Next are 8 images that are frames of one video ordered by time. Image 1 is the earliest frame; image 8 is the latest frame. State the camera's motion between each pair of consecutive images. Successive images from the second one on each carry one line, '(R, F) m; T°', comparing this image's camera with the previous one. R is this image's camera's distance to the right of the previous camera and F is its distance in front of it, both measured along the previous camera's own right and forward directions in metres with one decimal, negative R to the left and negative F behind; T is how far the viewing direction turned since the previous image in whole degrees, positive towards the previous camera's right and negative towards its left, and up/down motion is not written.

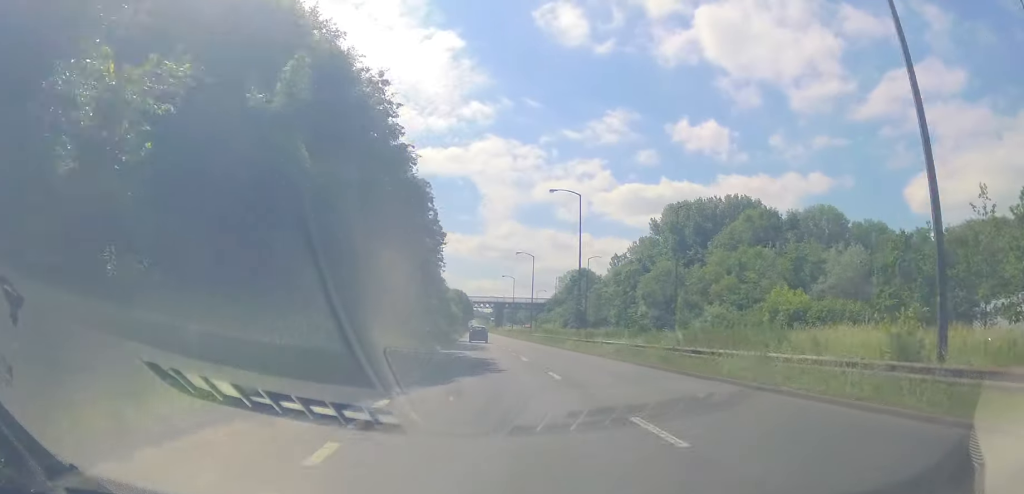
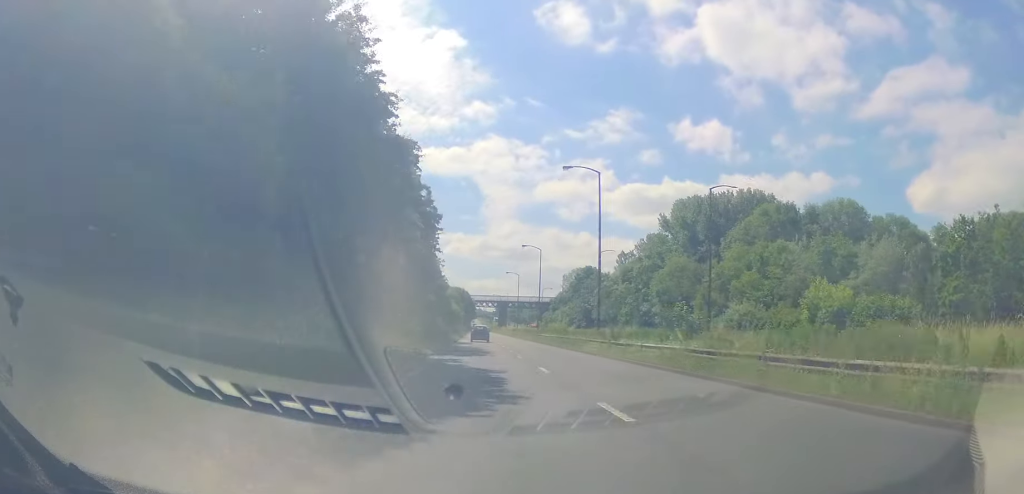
(+0.1, +7.1) m; 0°
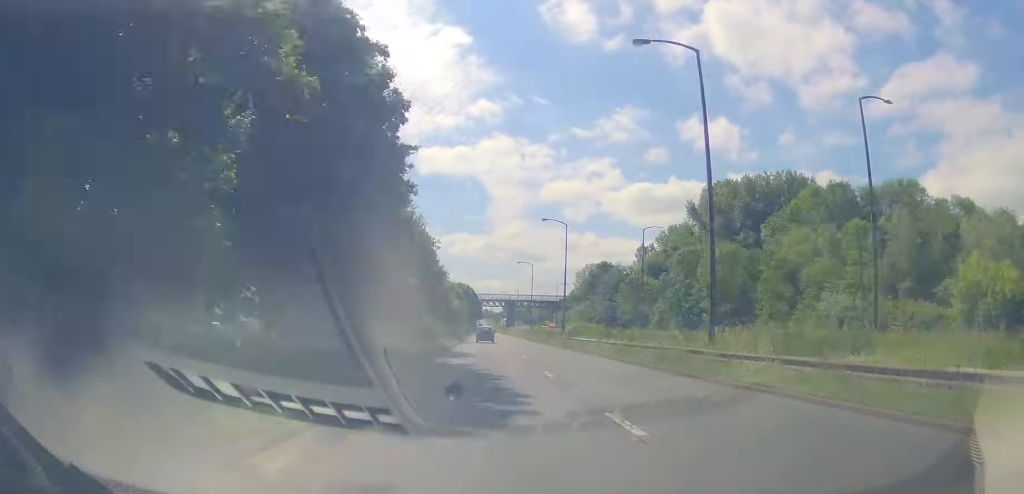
(+0.1, +19.1) m; -1°
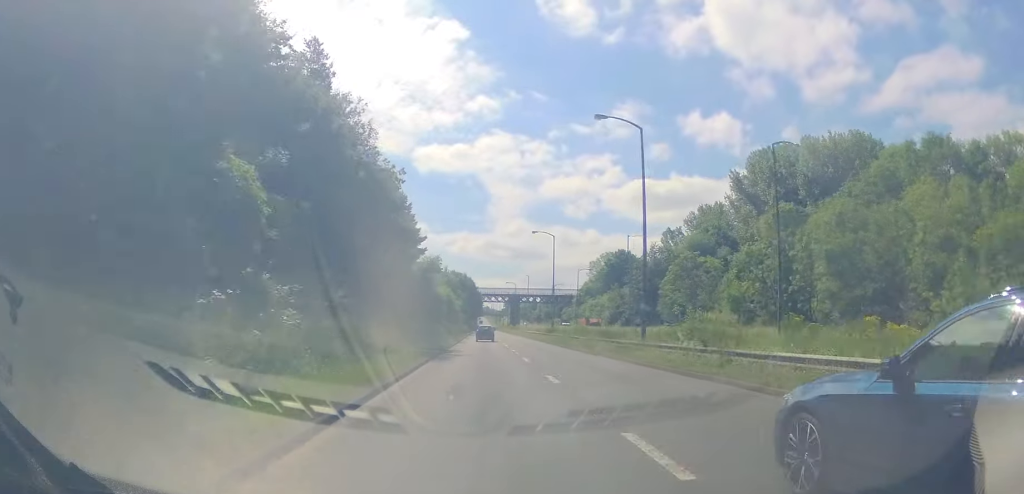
(-0.7, +29.1) m; -1°
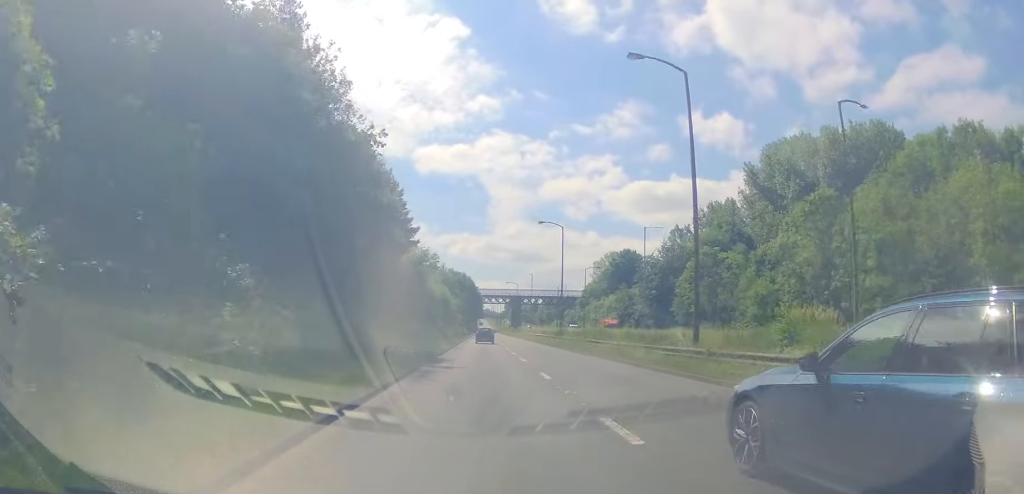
(+0.1, +7.4) m; 0°
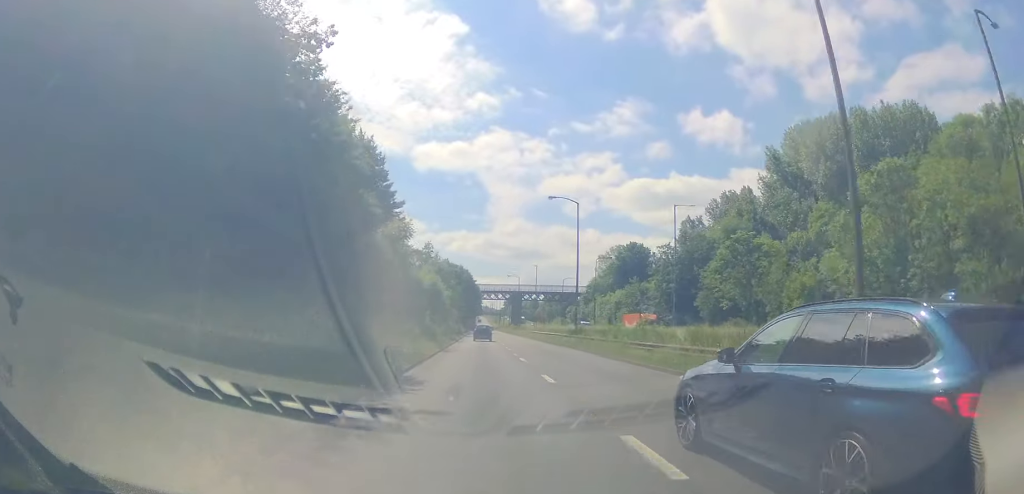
(0.0, +10.6) m; 0°
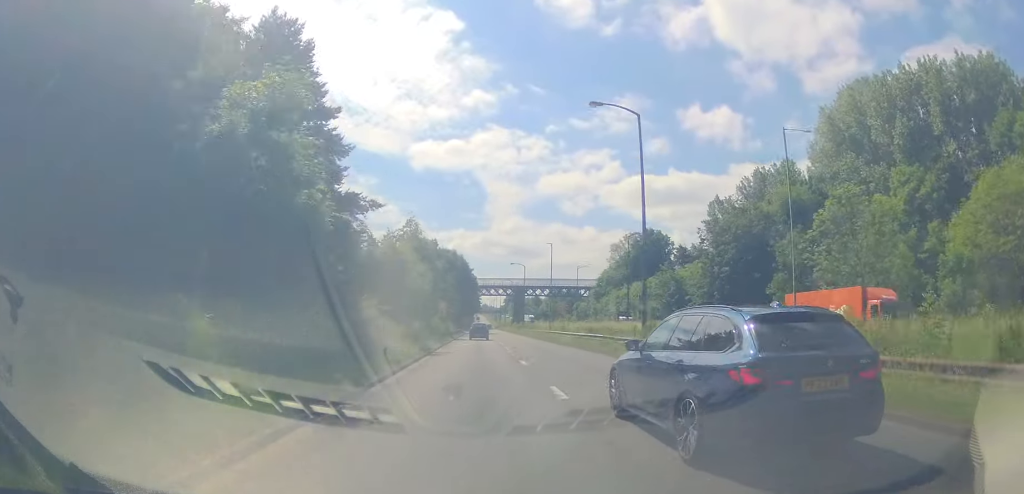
(-0.2, +21.5) m; -1°
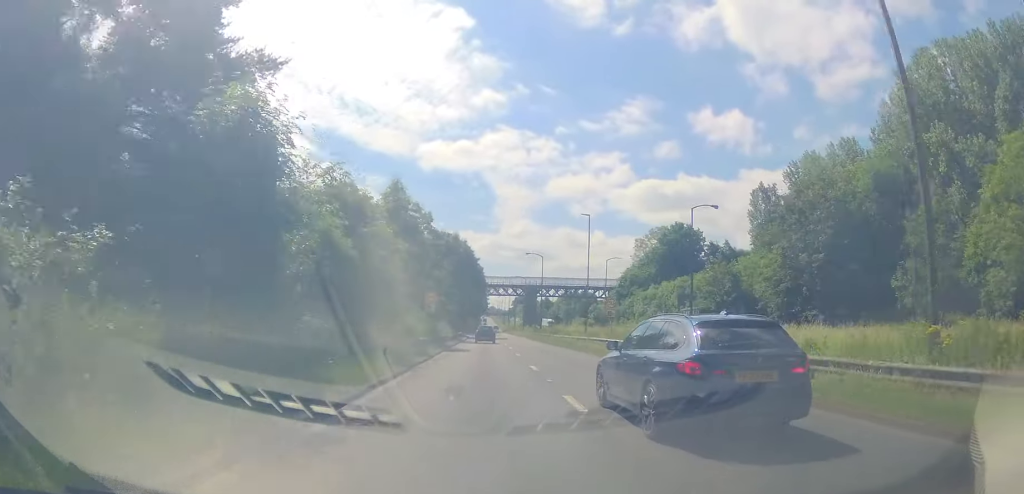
(-0.2, +19.1) m; -1°
